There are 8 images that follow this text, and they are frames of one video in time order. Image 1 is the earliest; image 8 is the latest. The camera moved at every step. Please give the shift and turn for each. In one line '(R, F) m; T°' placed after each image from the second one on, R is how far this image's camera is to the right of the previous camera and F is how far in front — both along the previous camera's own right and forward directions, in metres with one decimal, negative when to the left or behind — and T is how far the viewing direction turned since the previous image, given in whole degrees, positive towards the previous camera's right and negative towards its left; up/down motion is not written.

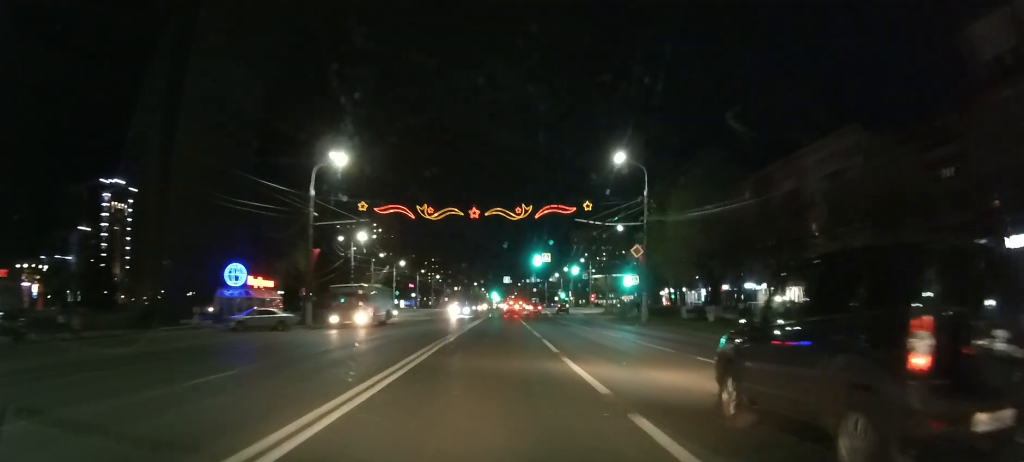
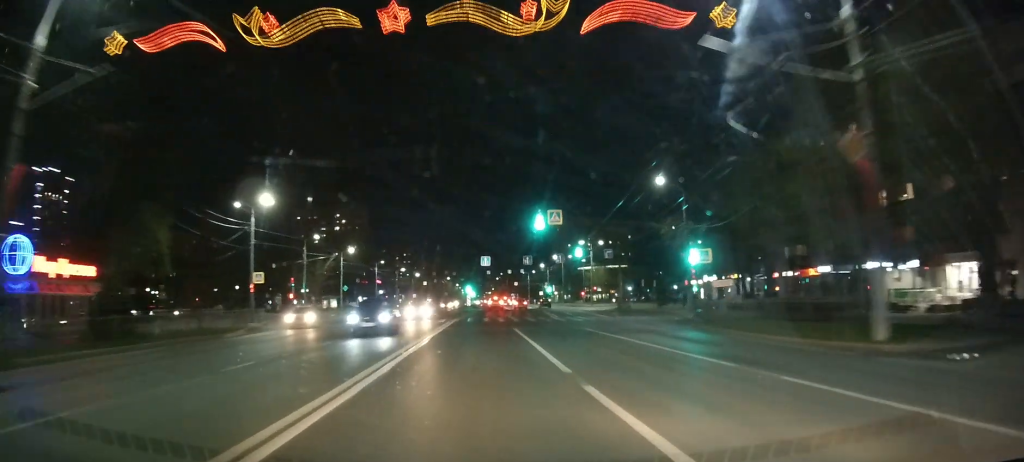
(+0.6, +28.9) m; +2°
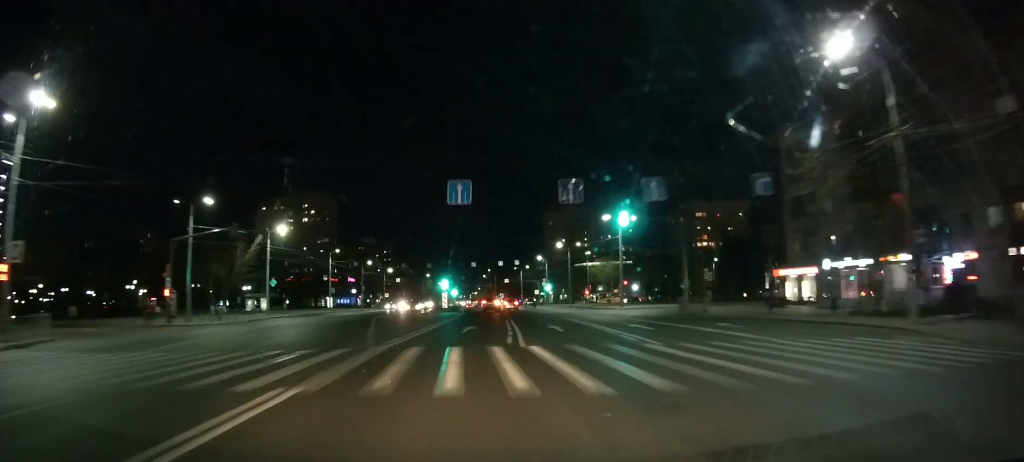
(+0.3, +30.7) m; +1°
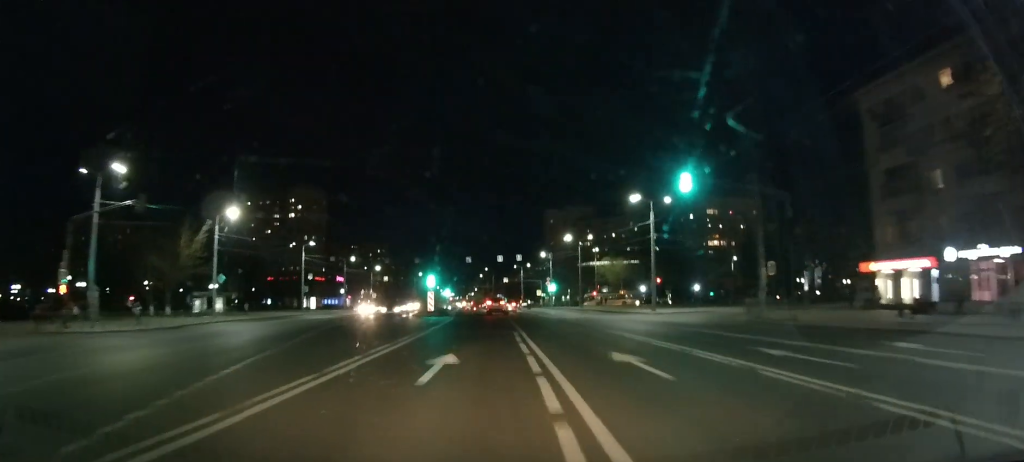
(+0.1, +14.8) m; +1°
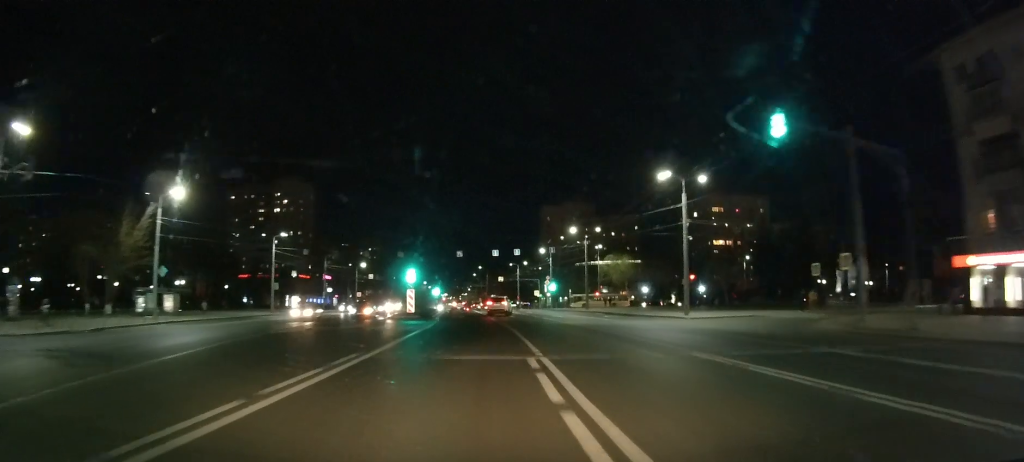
(0.0, +11.0) m; 0°
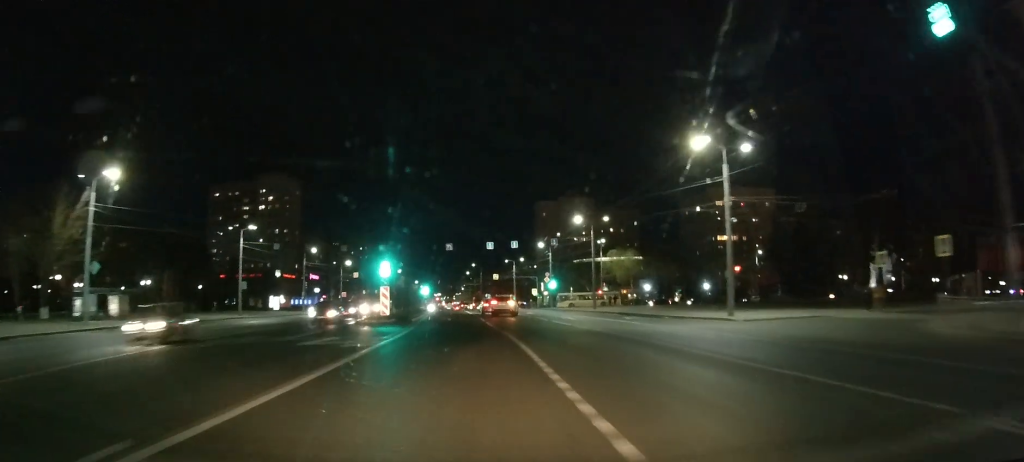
(0.0, +9.7) m; 0°
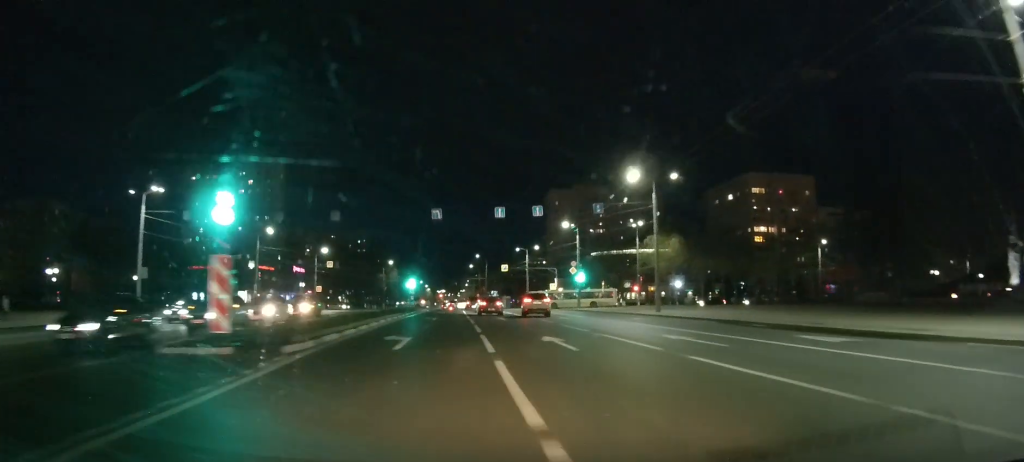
(0.0, +24.2) m; 0°
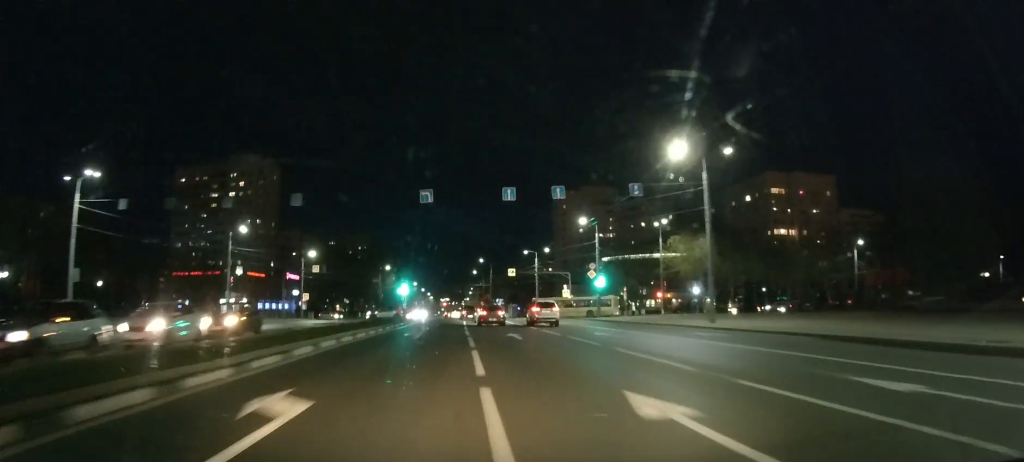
(0.0, +10.2) m; 0°
